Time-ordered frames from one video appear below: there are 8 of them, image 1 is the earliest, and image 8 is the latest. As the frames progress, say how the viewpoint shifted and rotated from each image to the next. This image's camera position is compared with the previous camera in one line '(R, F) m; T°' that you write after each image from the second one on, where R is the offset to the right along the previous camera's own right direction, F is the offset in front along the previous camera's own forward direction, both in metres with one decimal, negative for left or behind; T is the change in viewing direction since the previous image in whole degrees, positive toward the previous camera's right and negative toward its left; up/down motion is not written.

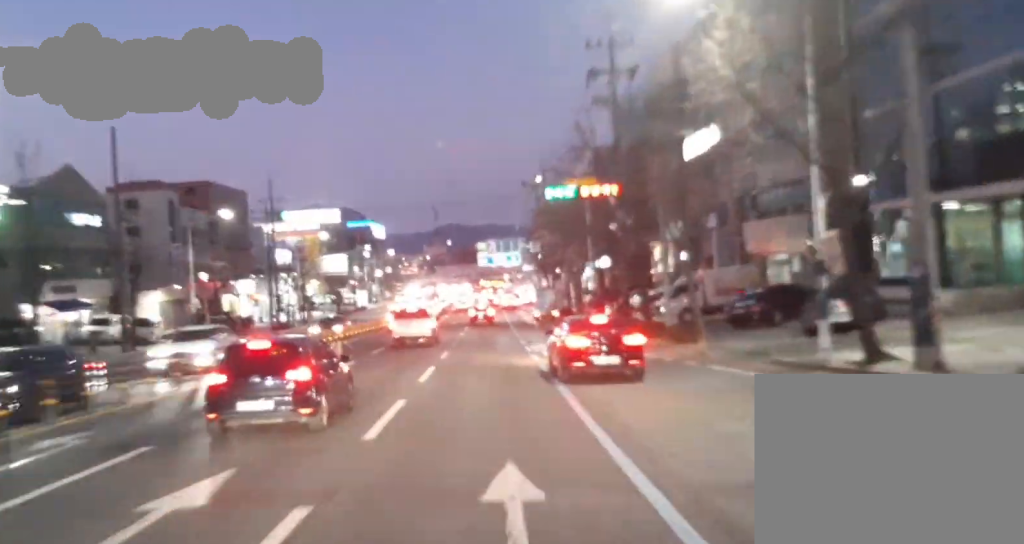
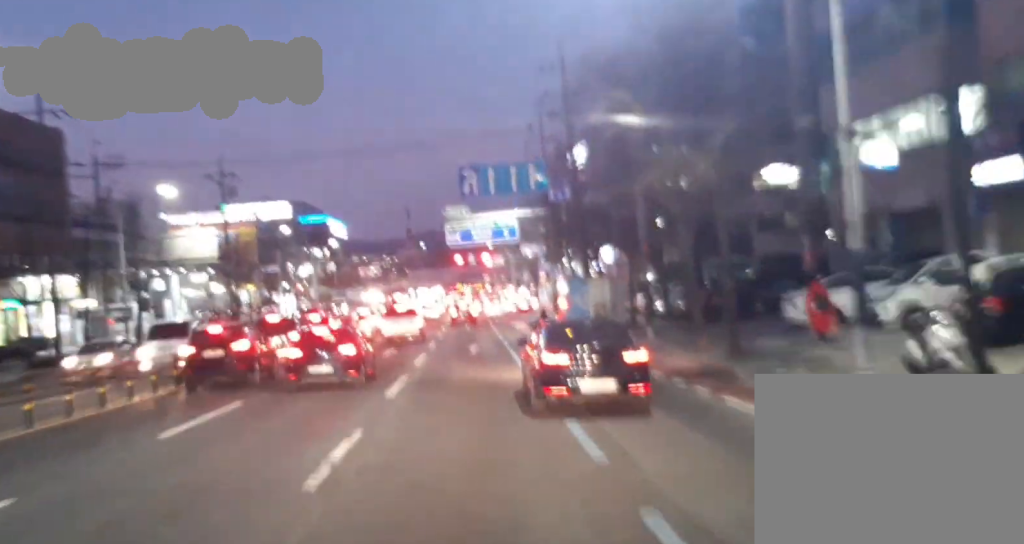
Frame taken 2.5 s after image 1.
(+0.3, +42.5) m; +1°
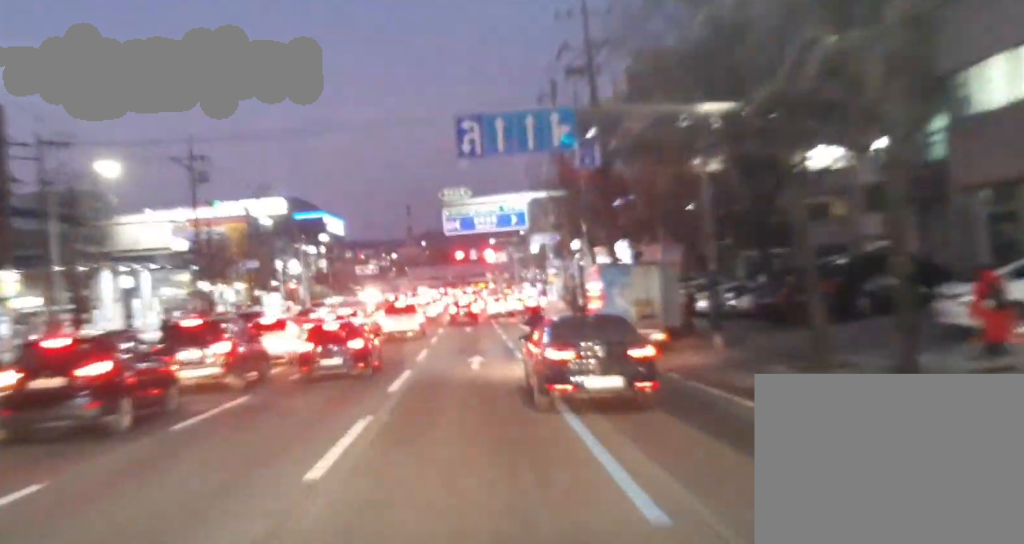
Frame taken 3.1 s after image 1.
(0.0, +9.5) m; -1°
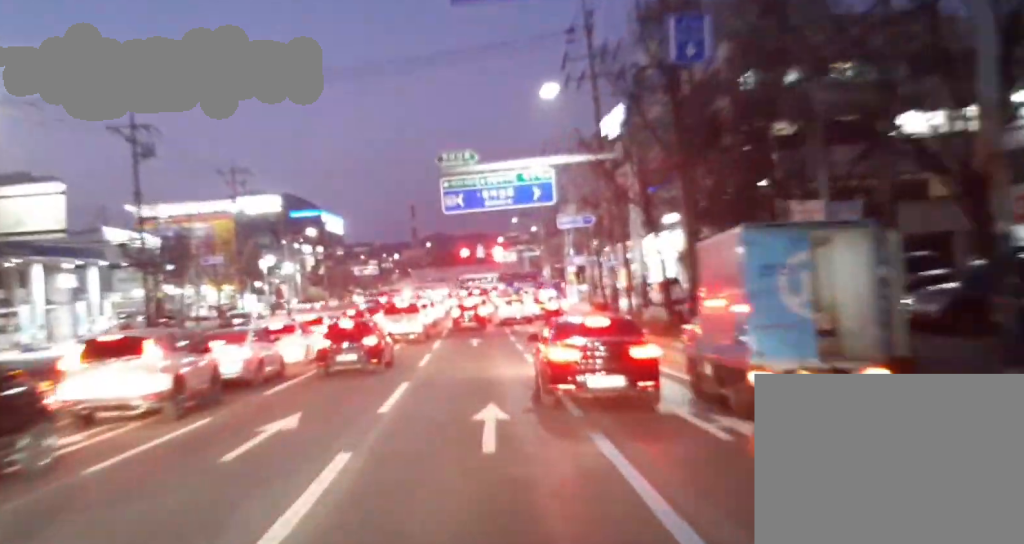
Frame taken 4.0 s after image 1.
(-0.2, +14.3) m; -1°
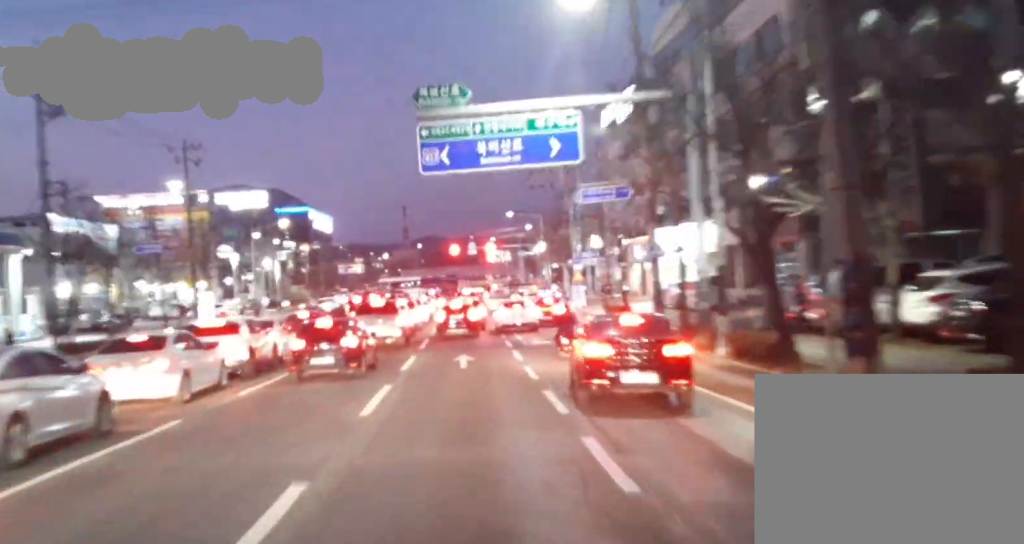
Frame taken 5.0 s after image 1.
(0.0, +13.5) m; +1°
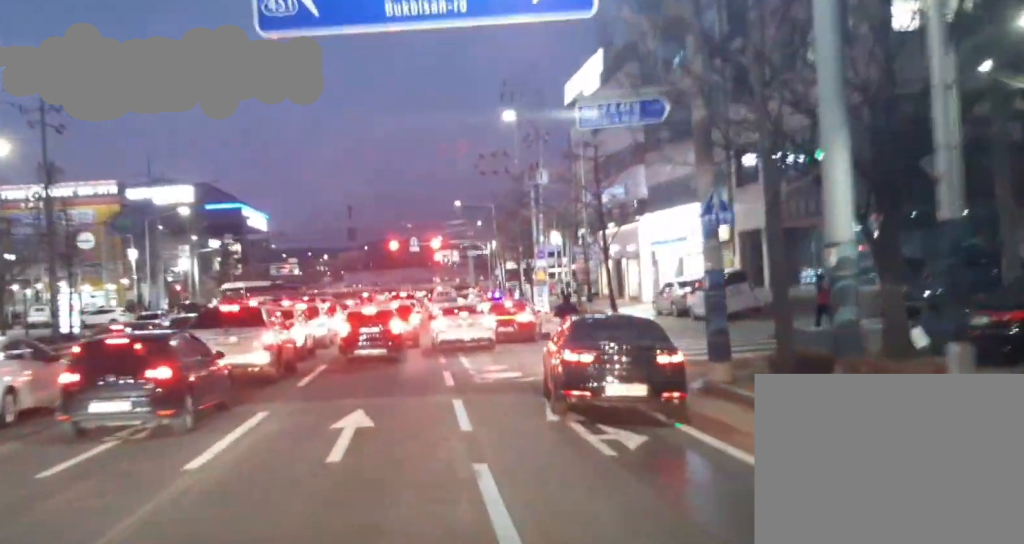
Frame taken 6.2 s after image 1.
(+0.4, +15.9) m; +3°
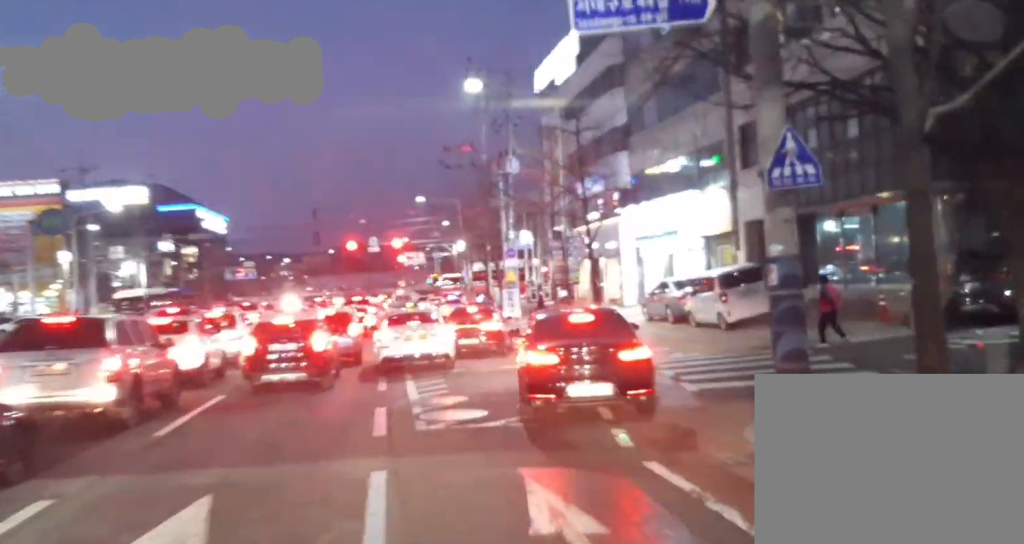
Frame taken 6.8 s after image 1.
(+0.1, +7.6) m; +2°
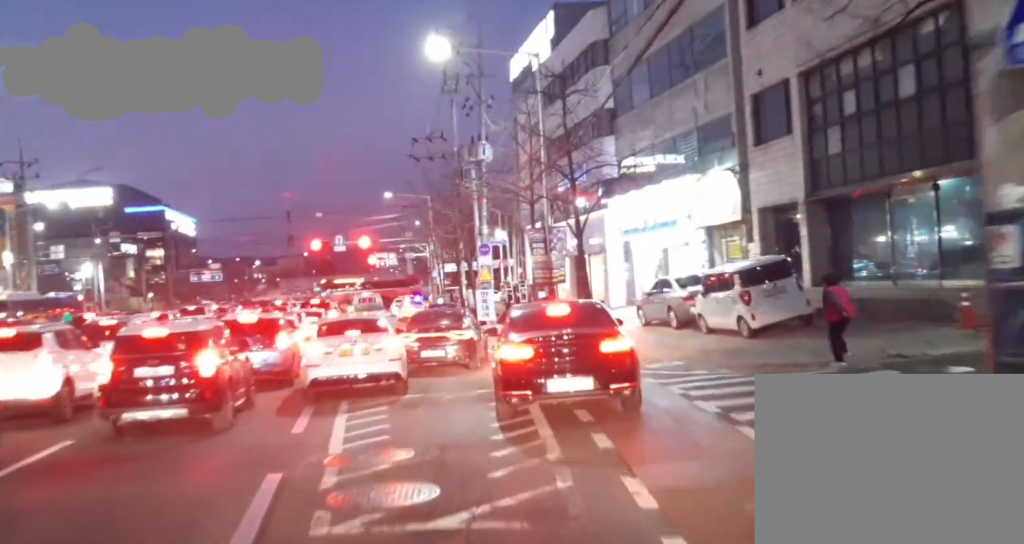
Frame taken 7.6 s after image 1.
(+0.1, +7.6) m; +4°
